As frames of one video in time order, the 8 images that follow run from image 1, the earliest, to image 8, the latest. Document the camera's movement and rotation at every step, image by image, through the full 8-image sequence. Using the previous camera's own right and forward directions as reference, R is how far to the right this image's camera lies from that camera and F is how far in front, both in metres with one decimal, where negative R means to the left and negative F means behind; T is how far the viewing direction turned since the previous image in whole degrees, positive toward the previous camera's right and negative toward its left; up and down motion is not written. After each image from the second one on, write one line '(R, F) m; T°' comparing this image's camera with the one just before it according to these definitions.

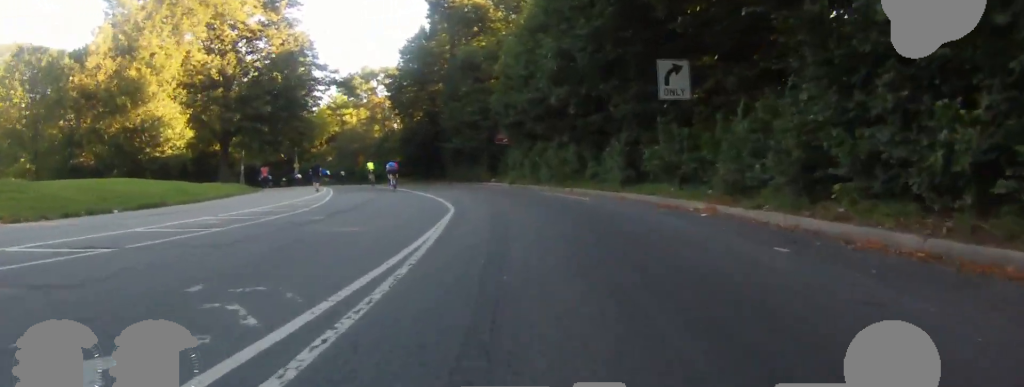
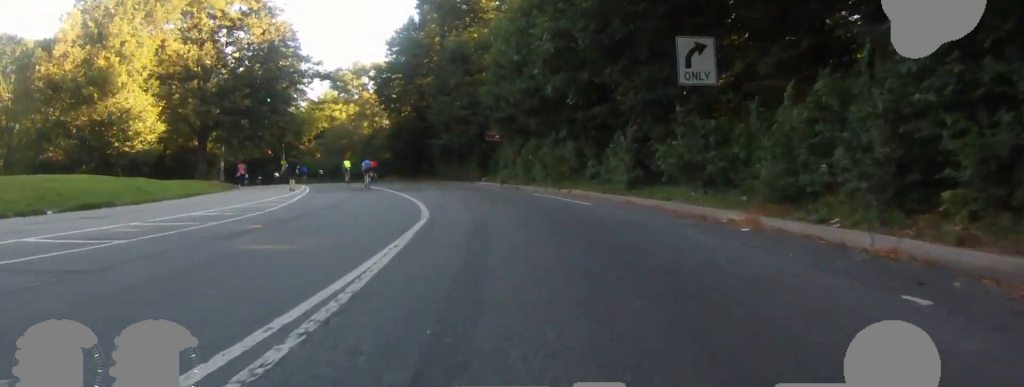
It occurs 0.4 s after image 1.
(0.0, +2.3) m; 0°
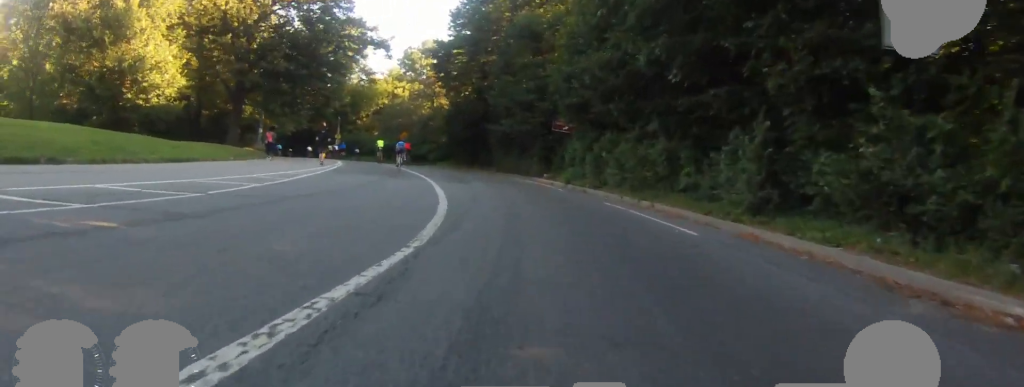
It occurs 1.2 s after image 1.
(0.0, +4.6) m; 0°
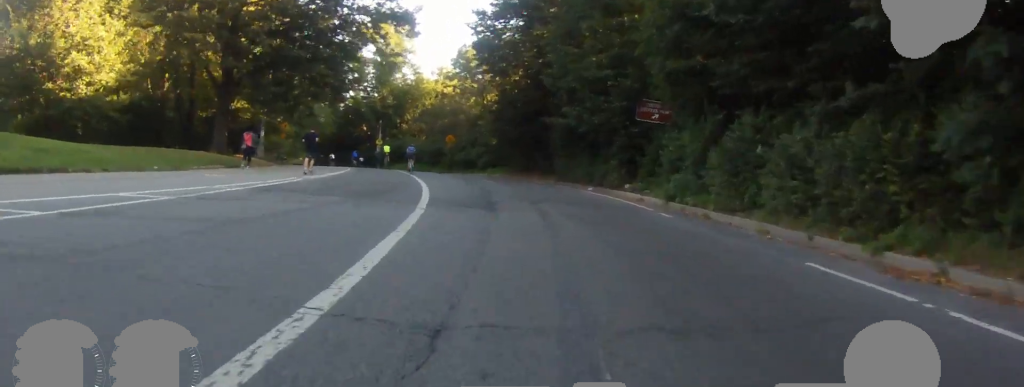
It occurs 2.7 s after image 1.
(0.0, +9.1) m; -2°
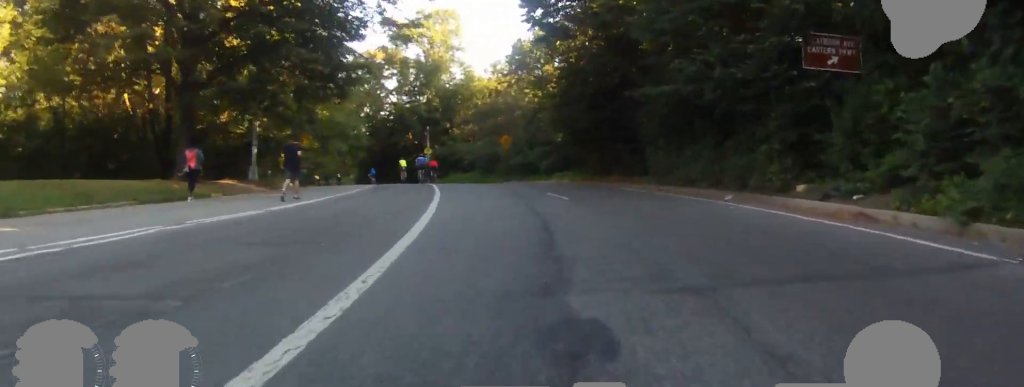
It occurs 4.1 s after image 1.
(-1.3, +8.4) m; -19°
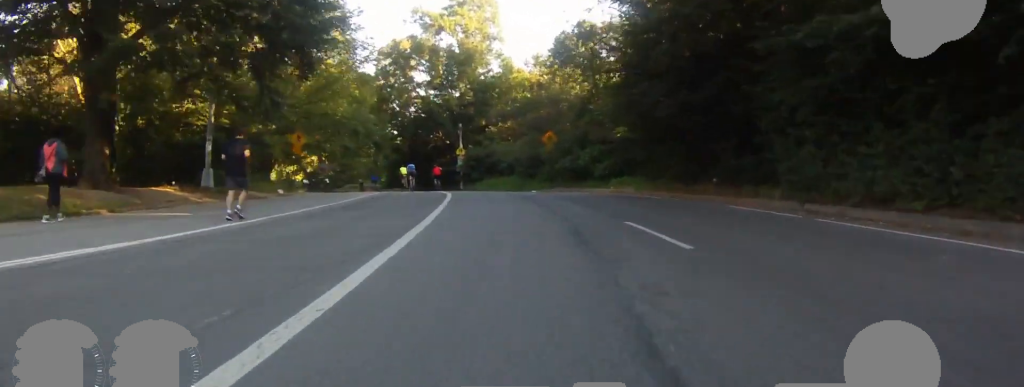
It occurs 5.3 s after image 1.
(-0.9, +7.6) m; -9°
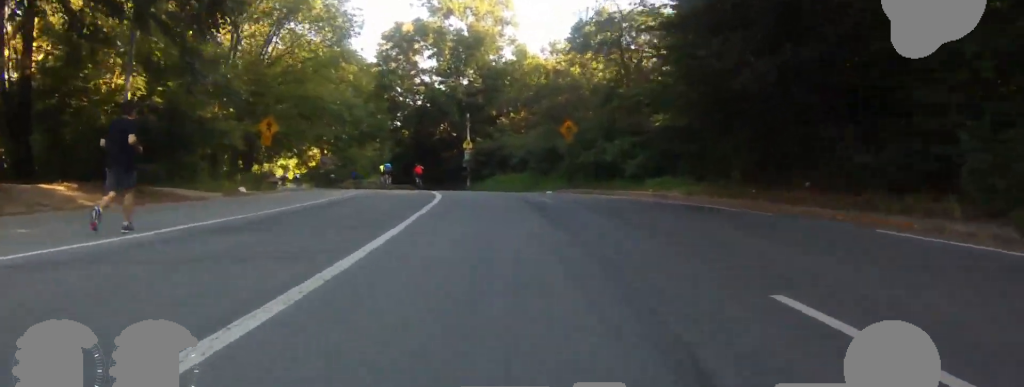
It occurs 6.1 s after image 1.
(-0.2, +5.6) m; -3°
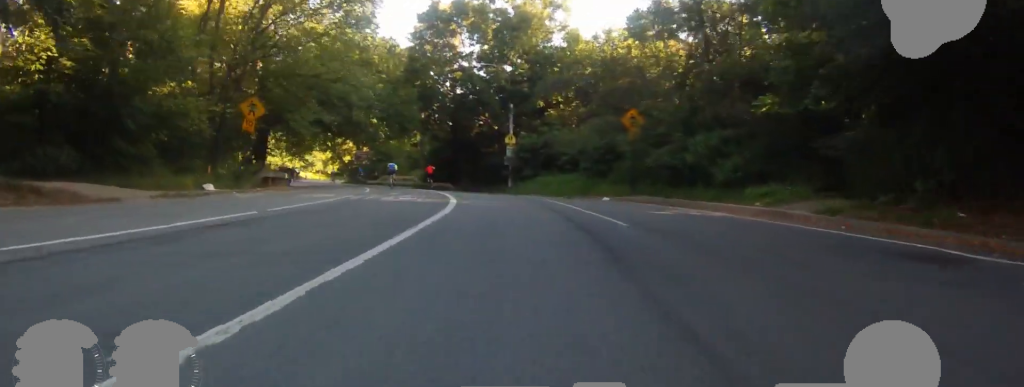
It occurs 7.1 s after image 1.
(-0.2, +6.4) m; -2°
